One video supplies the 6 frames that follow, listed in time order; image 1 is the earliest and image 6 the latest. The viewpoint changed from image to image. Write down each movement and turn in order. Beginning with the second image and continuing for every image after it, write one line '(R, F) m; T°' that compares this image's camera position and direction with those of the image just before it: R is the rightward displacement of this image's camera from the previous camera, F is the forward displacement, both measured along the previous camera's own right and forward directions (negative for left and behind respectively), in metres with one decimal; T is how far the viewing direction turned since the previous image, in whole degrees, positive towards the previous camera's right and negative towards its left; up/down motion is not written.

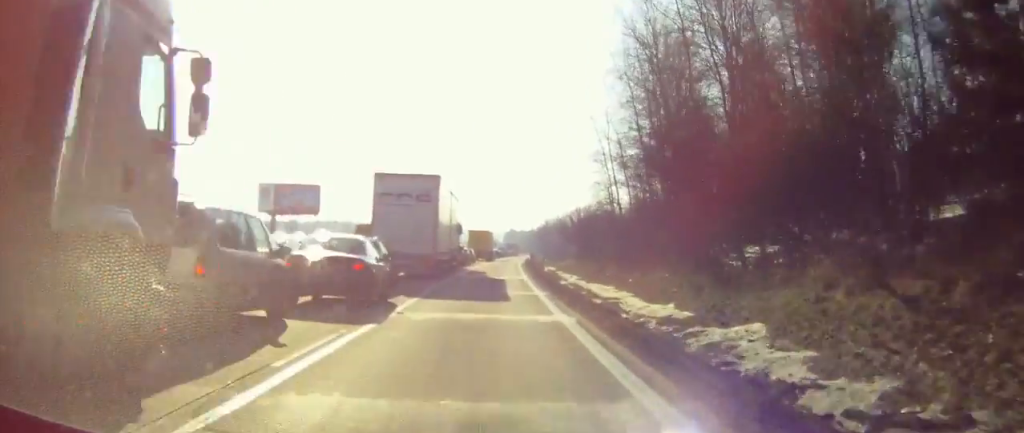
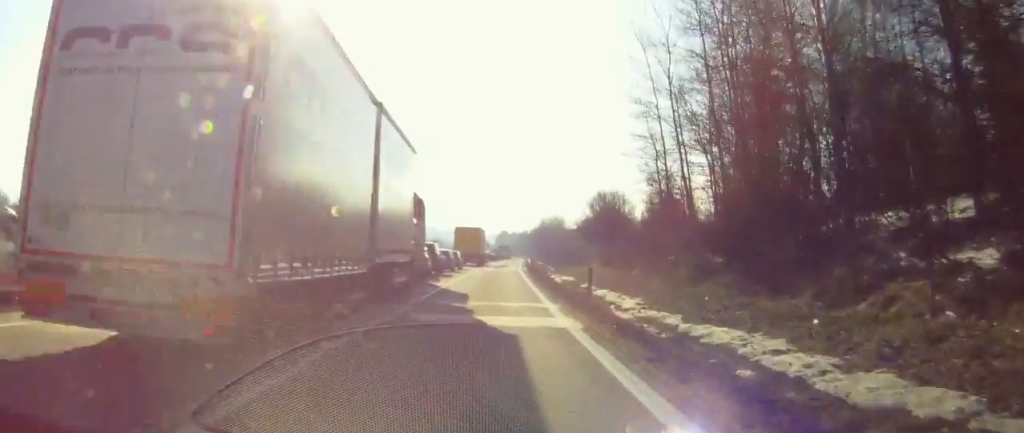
(+0.1, +25.0) m; +1°
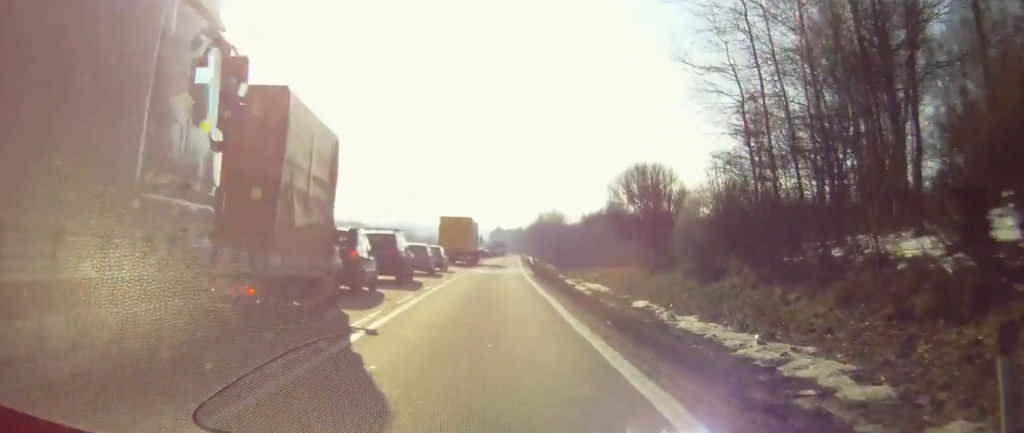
(+0.1, +18.5) m; +1°
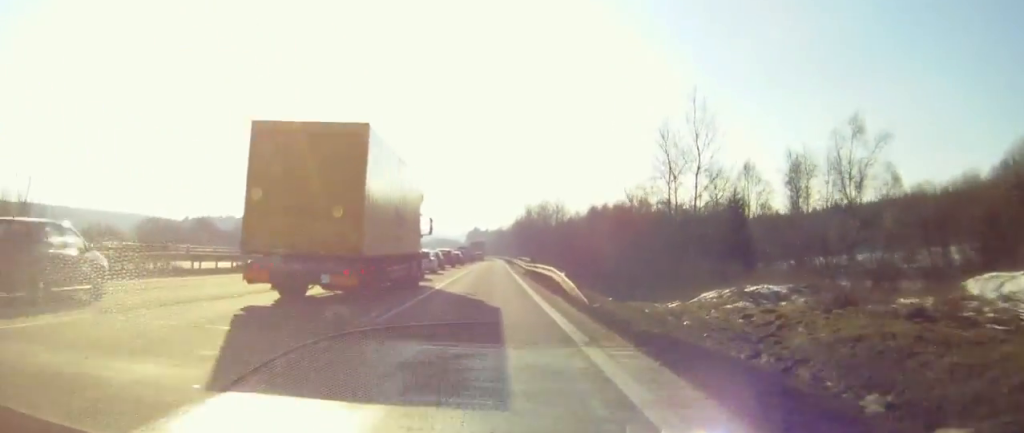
(+1.5, +54.6) m; +2°
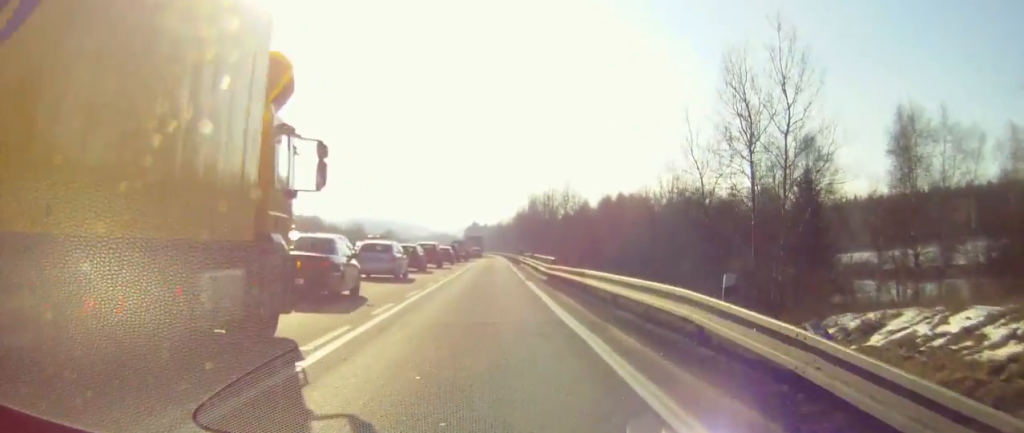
(0.0, +24.1) m; -1°
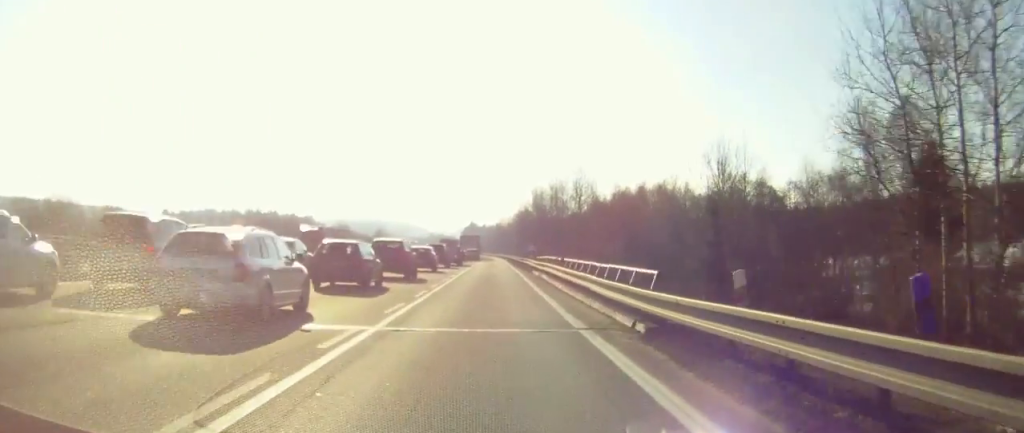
(-0.2, +23.2) m; 0°
